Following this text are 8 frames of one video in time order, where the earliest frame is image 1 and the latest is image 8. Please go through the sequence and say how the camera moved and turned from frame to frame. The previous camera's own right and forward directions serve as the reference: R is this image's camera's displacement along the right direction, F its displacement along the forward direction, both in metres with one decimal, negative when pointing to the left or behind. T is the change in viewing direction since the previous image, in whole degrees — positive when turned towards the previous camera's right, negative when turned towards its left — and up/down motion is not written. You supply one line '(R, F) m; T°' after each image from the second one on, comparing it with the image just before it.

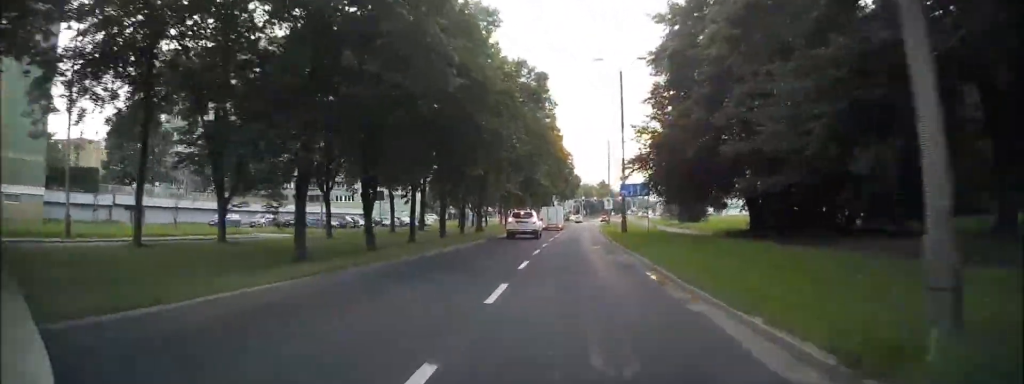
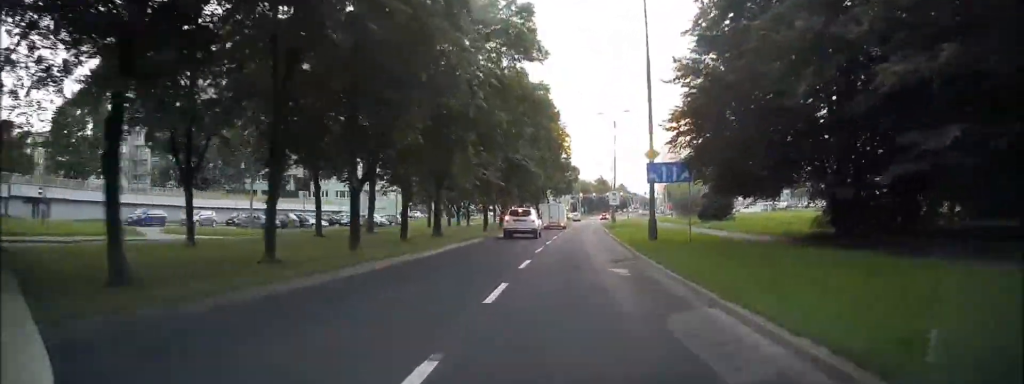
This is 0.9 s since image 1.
(+0.3, +12.1) m; +2°
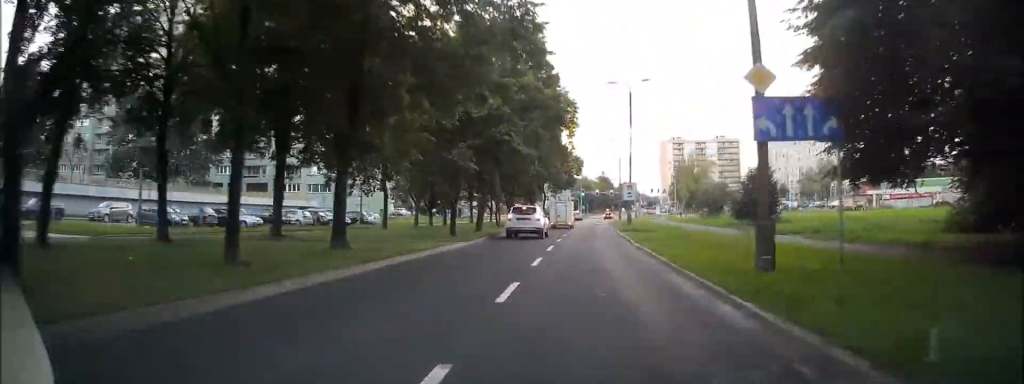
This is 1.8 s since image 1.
(+0.1, +12.3) m; 0°
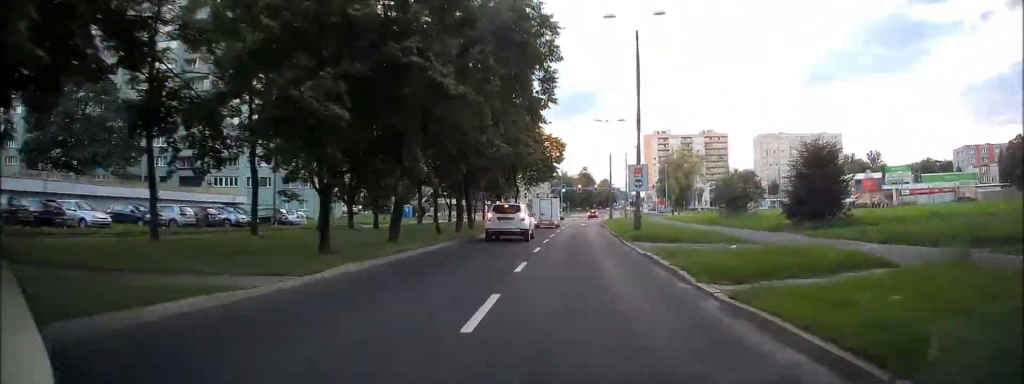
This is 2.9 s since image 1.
(-0.2, +14.1) m; -1°
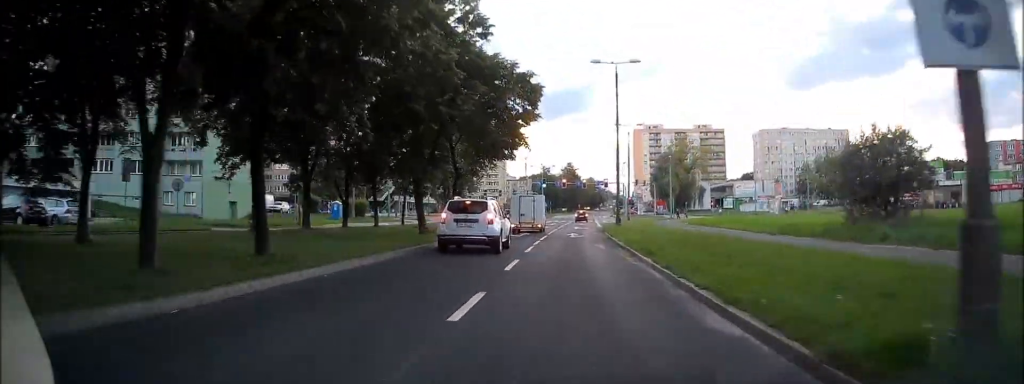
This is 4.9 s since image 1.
(+0.5, +23.3) m; +3°
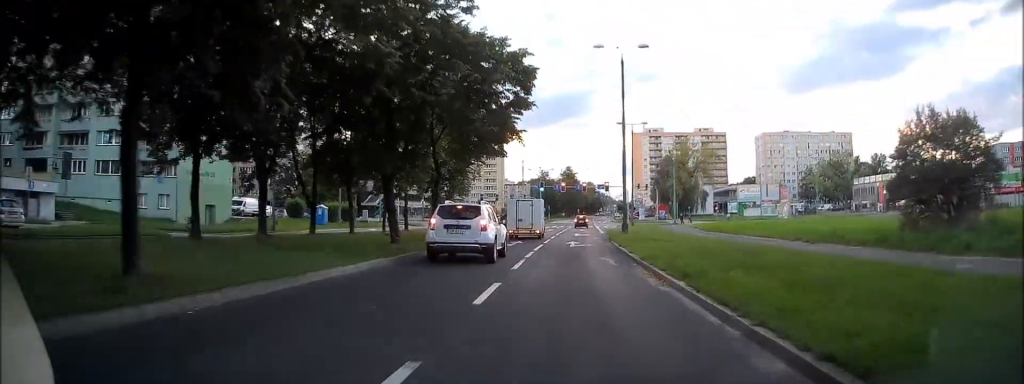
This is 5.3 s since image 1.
(+0.1, +4.5) m; 0°
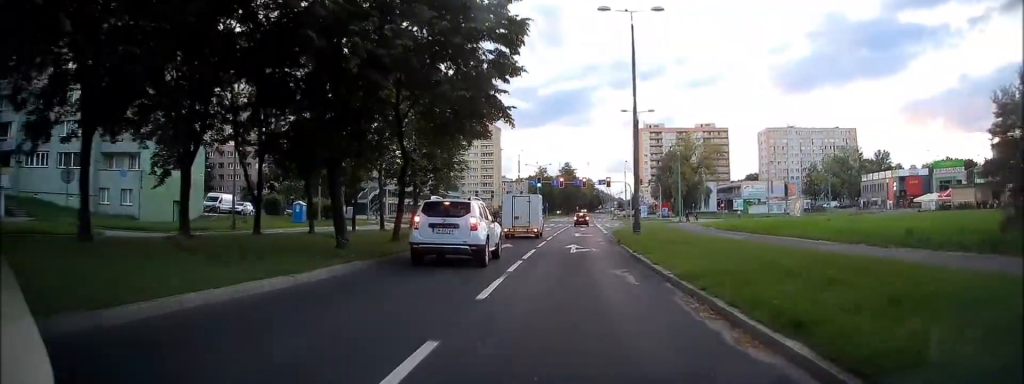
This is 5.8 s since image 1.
(-0.2, +5.5) m; 0°
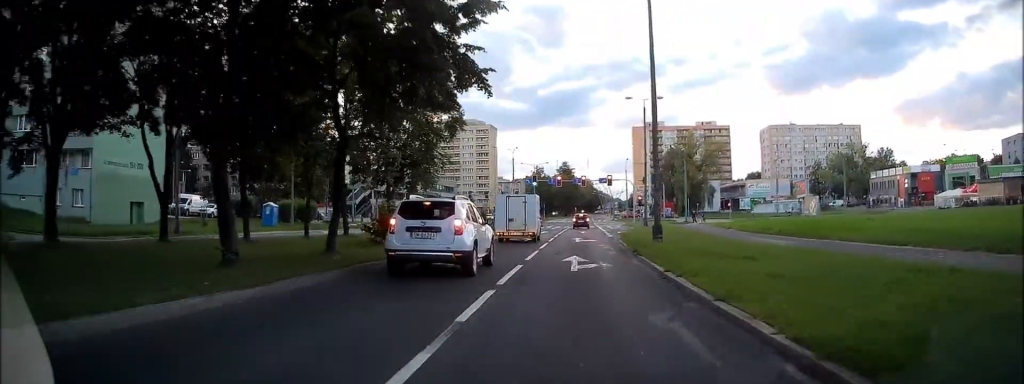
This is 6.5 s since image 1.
(-0.1, +6.3) m; 0°
